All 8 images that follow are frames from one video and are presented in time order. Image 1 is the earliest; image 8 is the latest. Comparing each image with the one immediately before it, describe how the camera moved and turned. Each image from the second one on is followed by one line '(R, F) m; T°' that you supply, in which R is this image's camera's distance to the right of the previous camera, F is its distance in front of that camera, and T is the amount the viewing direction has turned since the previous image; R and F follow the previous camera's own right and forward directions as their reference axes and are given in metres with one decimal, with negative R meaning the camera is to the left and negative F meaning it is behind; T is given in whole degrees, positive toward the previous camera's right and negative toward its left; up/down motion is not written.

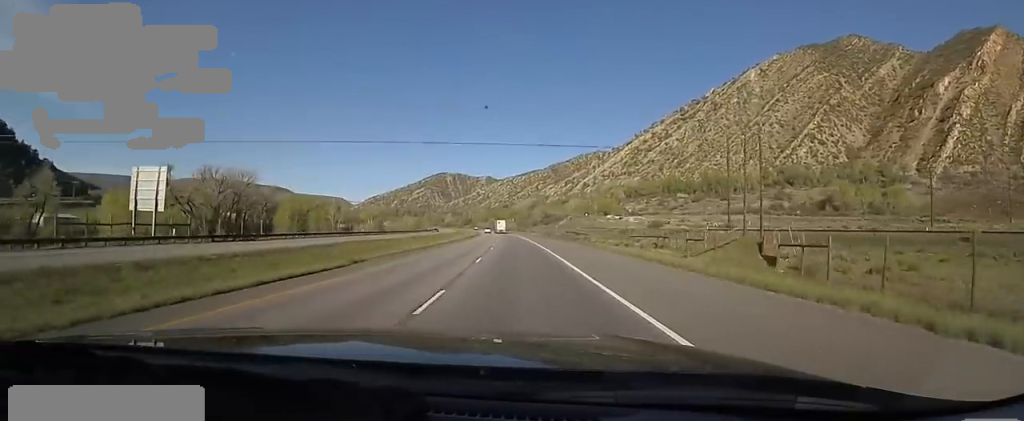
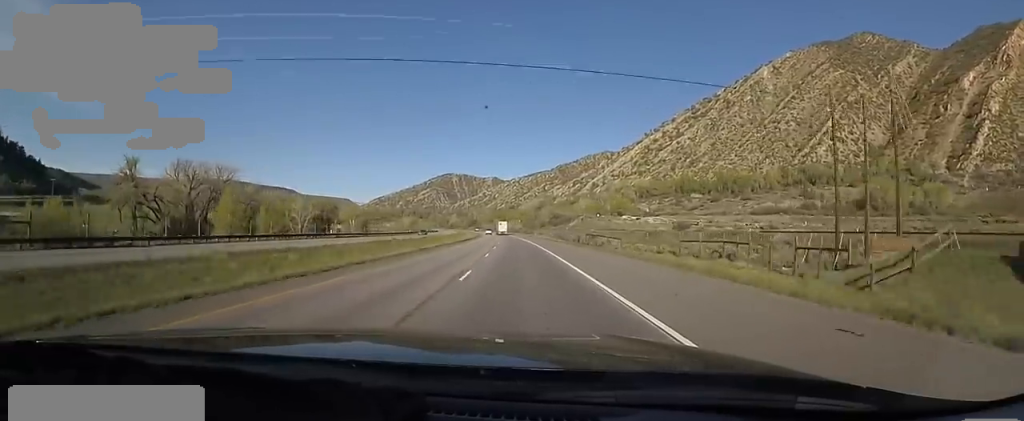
(+0.9, +18.9) m; 0°
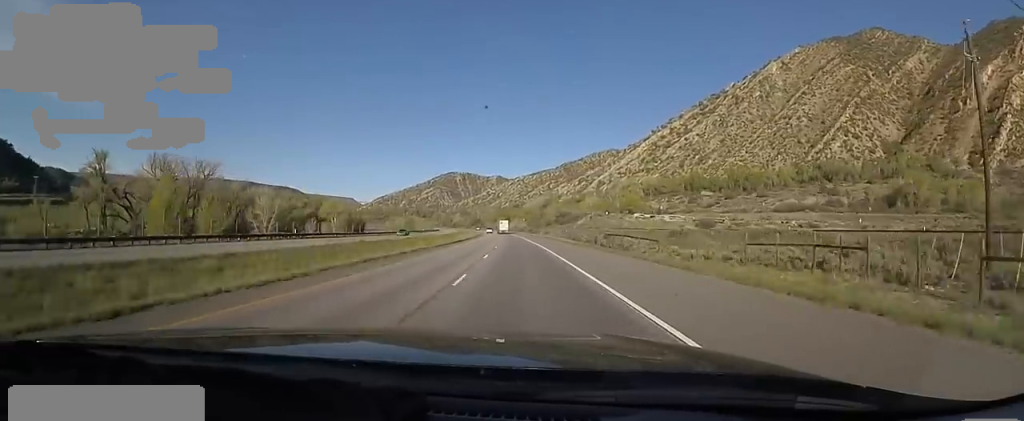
(+0.2, +13.6) m; -1°
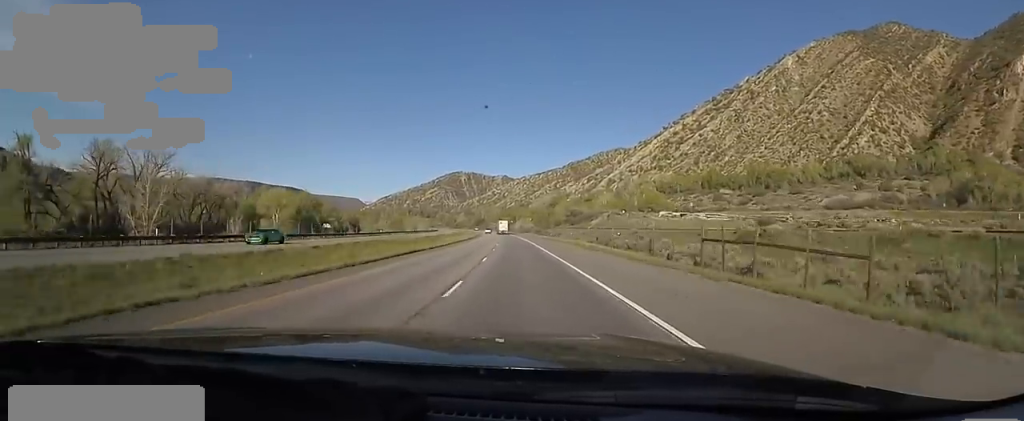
(-1.3, +26.0) m; -2°
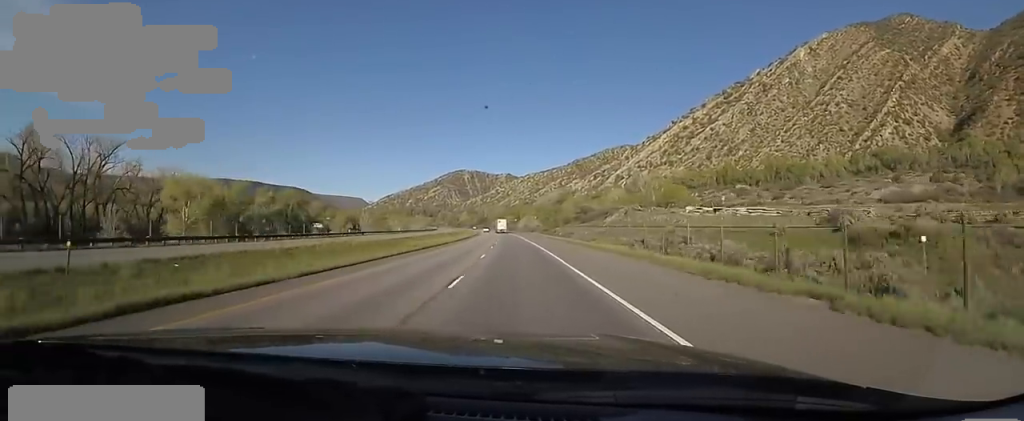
(+0.2, +21.8) m; 0°
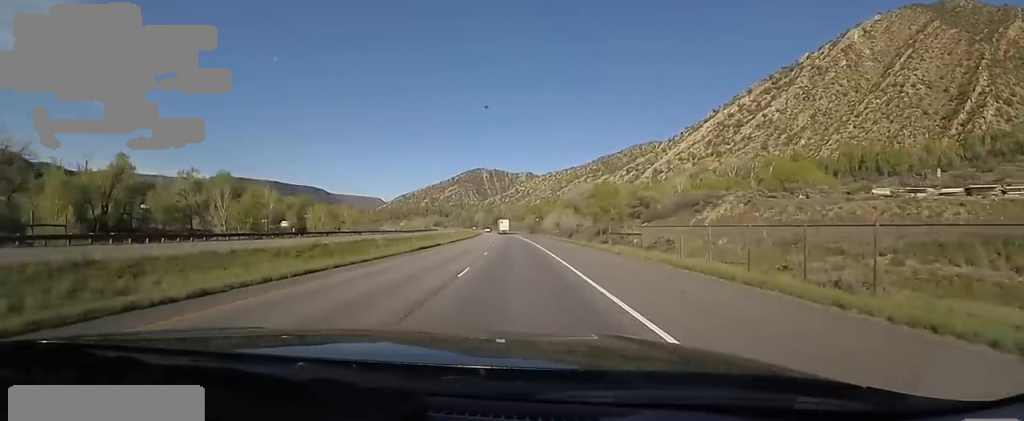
(0.0, +69.4) m; 0°
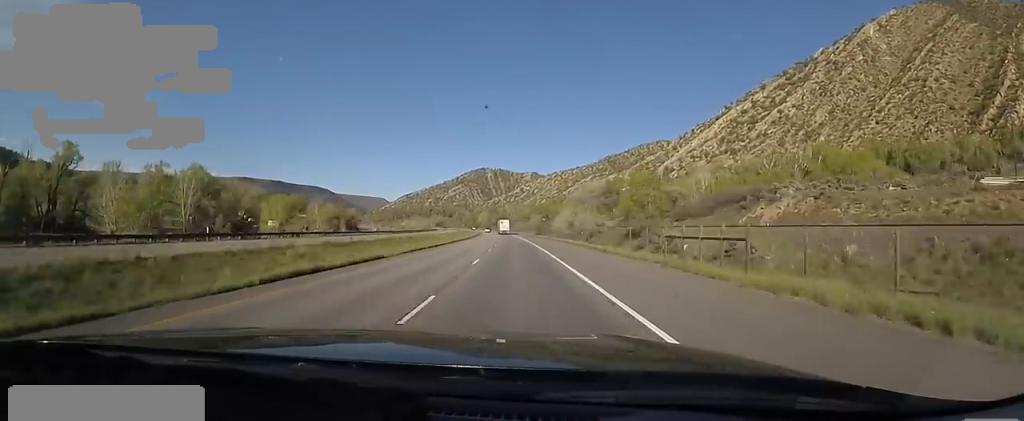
(-0.2, +18.6) m; -2°
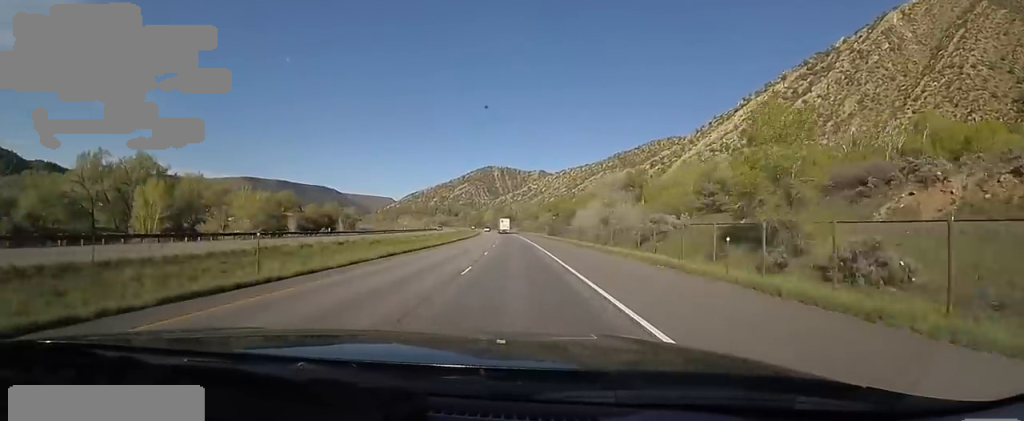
(-0.7, +27.9) m; -3°
